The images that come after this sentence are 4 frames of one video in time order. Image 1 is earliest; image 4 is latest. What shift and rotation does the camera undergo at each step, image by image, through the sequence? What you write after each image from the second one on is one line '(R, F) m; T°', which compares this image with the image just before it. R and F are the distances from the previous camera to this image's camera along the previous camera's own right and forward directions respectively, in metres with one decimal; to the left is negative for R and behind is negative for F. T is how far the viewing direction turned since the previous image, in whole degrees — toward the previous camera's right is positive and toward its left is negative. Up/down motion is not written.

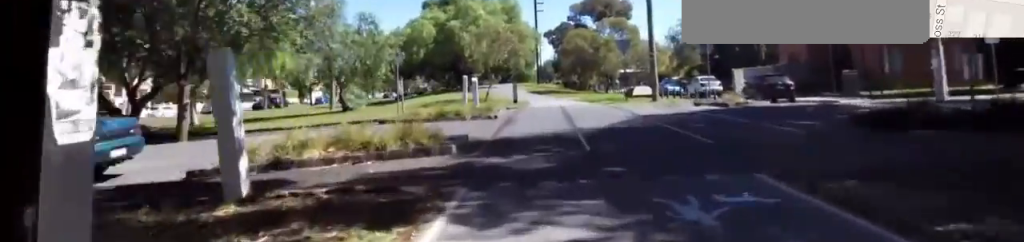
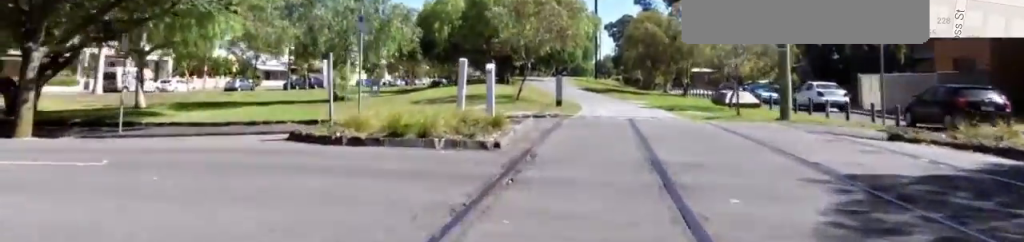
(+0.4, +10.0) m; +14°
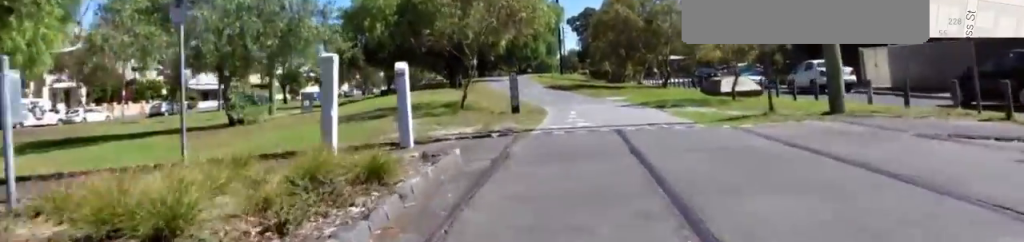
(+1.3, +5.4) m; 0°
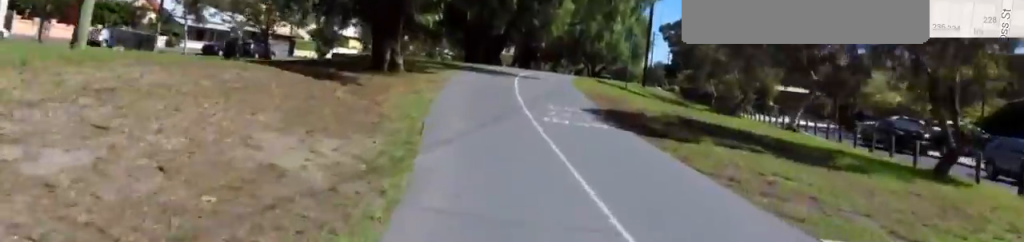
(-1.7, +19.9) m; -18°
